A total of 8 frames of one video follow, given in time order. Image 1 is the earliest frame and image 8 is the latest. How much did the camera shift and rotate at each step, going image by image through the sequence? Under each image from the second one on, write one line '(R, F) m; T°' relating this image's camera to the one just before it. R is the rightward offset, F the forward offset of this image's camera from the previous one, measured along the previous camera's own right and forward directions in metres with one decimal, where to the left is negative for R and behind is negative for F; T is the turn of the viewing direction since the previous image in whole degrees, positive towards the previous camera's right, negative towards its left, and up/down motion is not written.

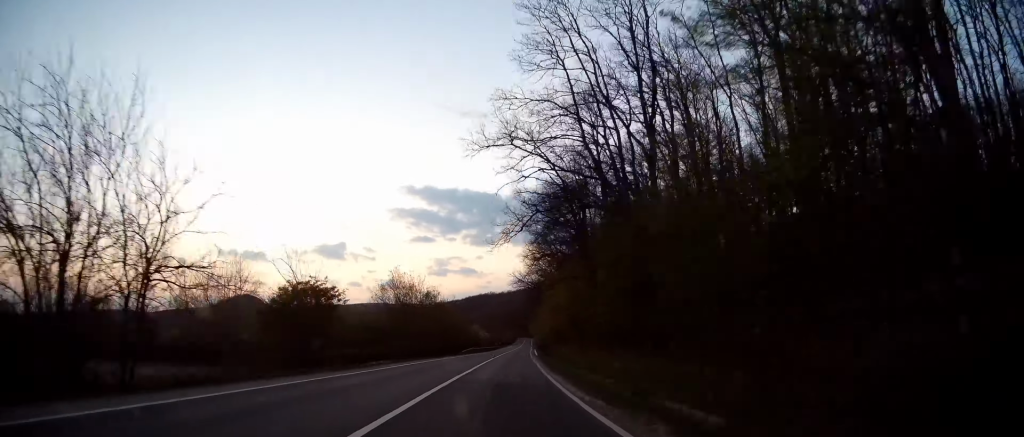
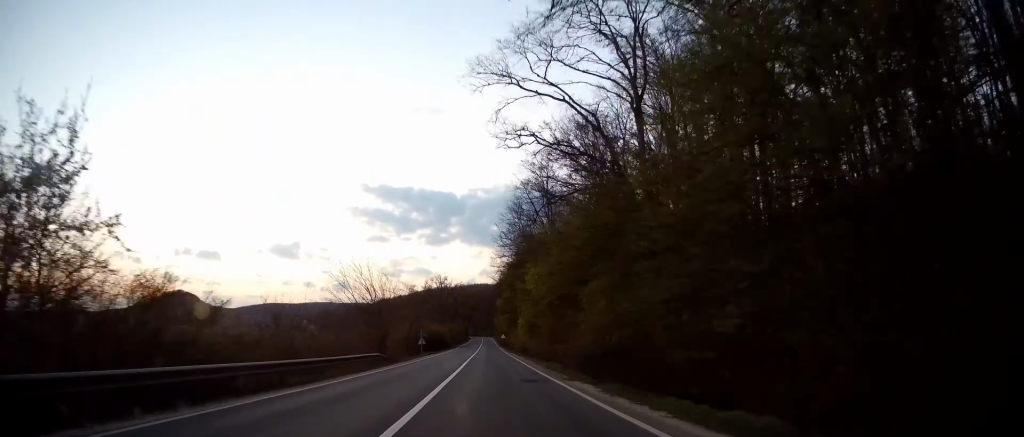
(+11.3, +99.3) m; +9°
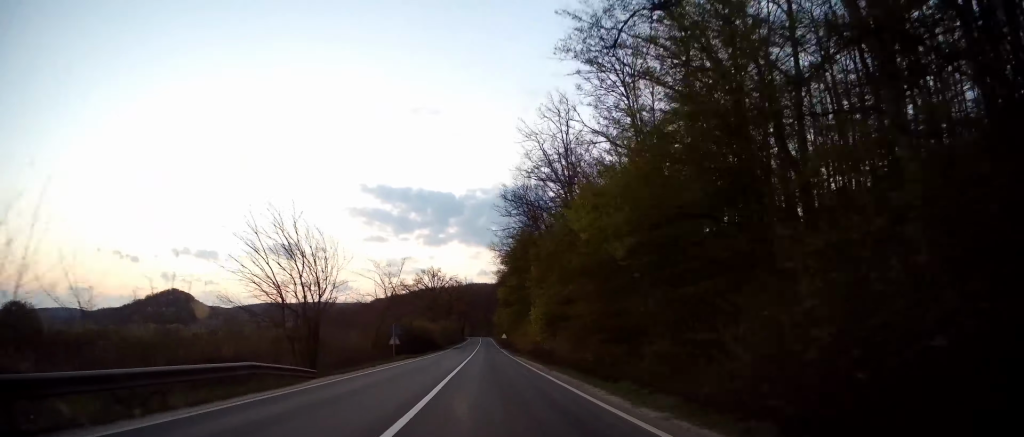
(+0.4, +16.5) m; +1°
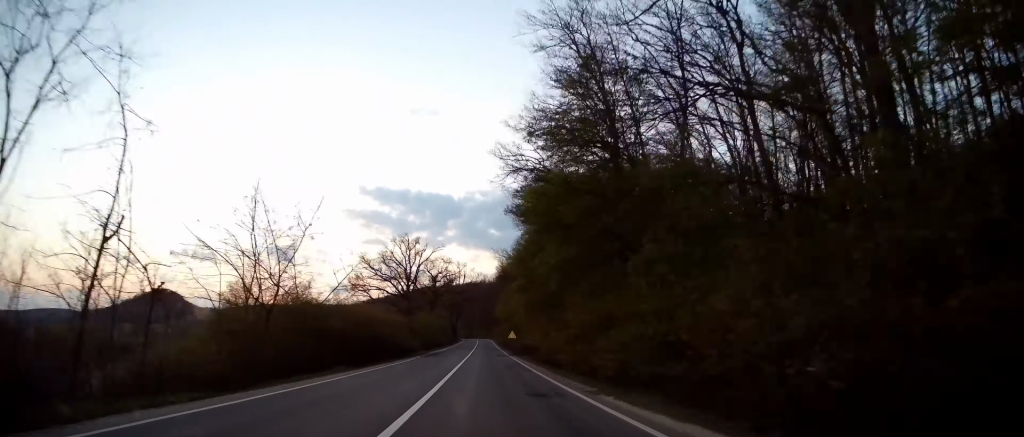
(-0.4, +39.0) m; 0°
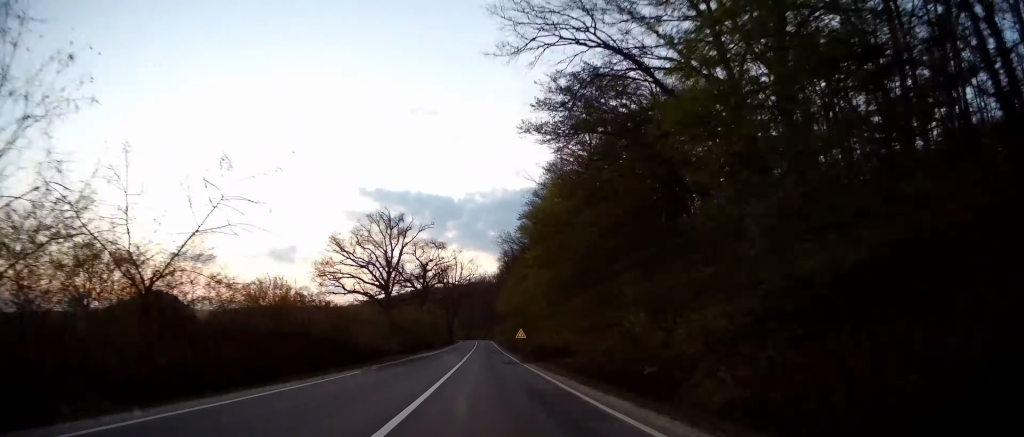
(-0.1, +17.5) m; 0°
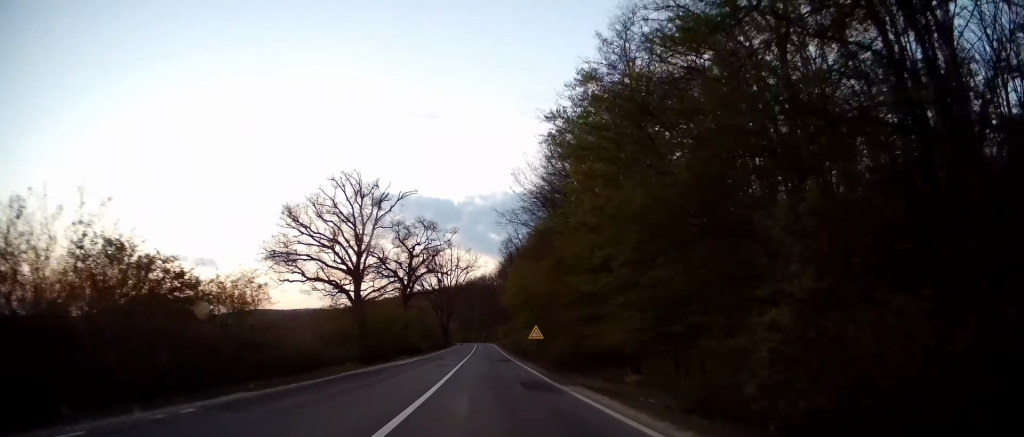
(+0.2, +16.4) m; 0°
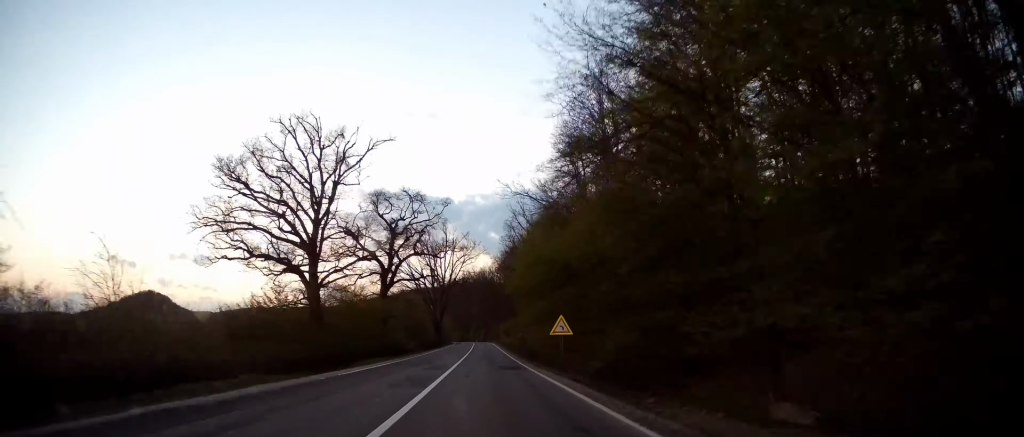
(+0.2, +13.5) m; 0°
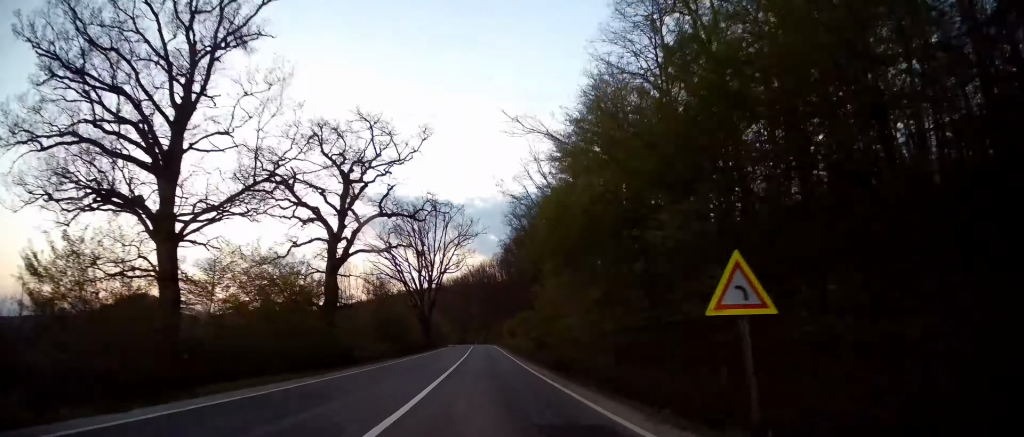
(-0.2, +19.1) m; 0°
